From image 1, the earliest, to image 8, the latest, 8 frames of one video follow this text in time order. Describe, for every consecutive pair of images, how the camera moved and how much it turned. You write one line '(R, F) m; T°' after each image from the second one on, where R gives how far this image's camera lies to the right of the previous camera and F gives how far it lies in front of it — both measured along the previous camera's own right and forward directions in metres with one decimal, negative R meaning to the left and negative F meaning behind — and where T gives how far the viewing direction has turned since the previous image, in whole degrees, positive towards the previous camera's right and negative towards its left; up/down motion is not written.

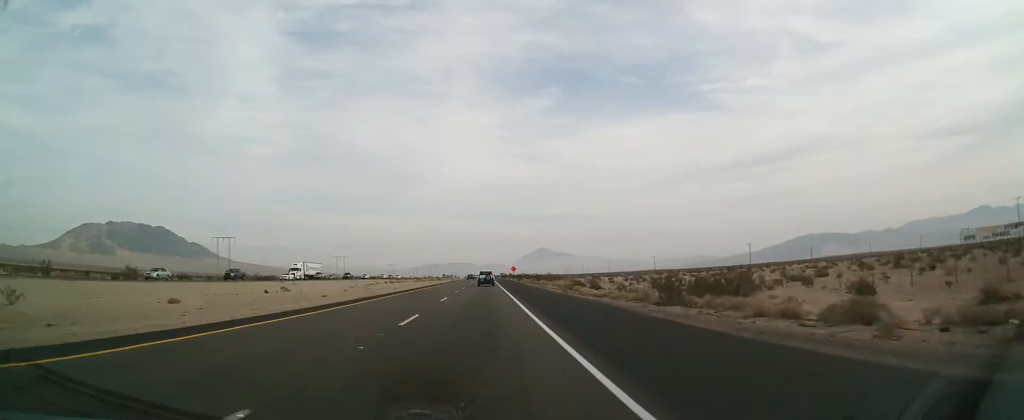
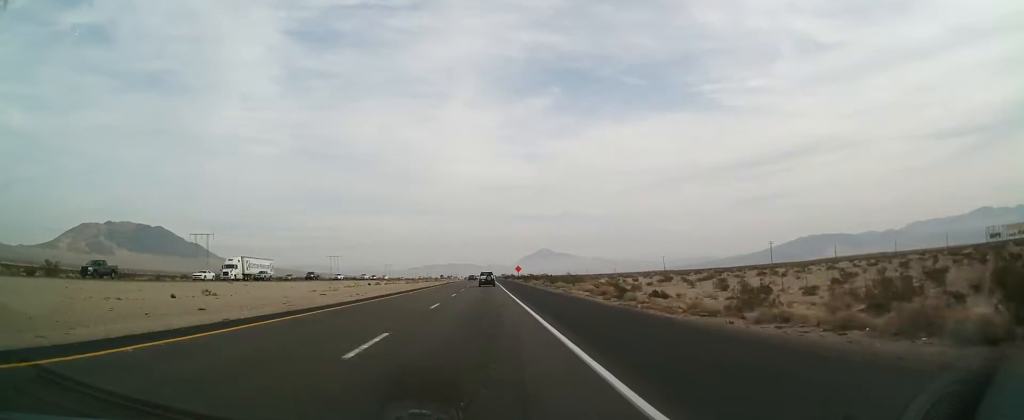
(0.0, +21.3) m; 0°
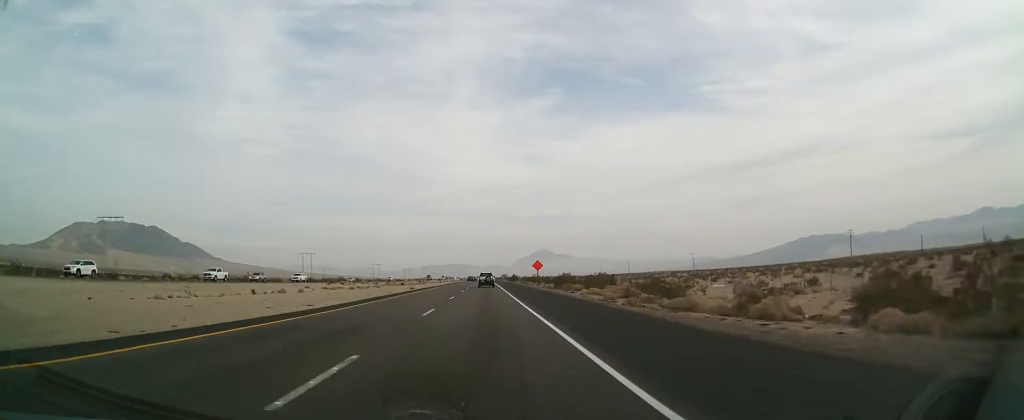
(-0.3, +62.1) m; 0°
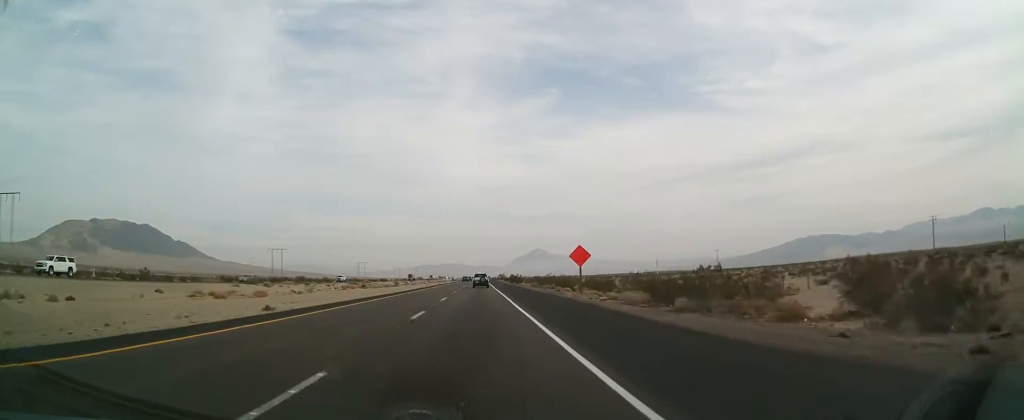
(+0.1, +45.3) m; 0°
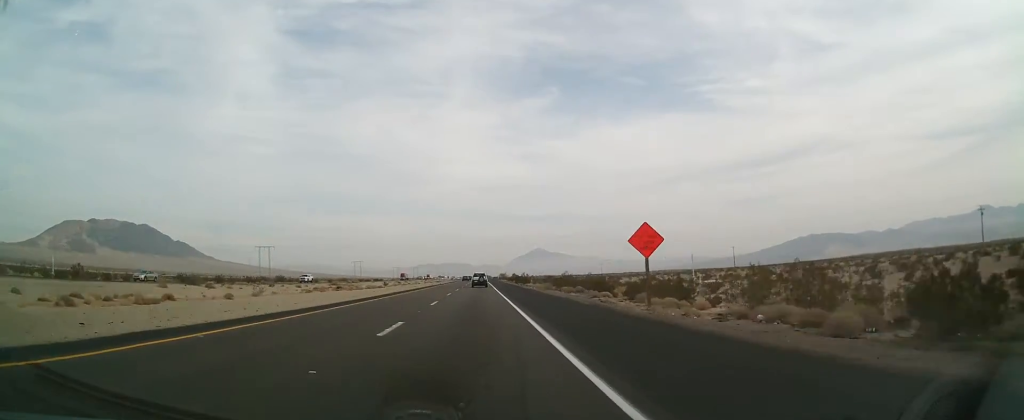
(0.0, +19.9) m; 0°
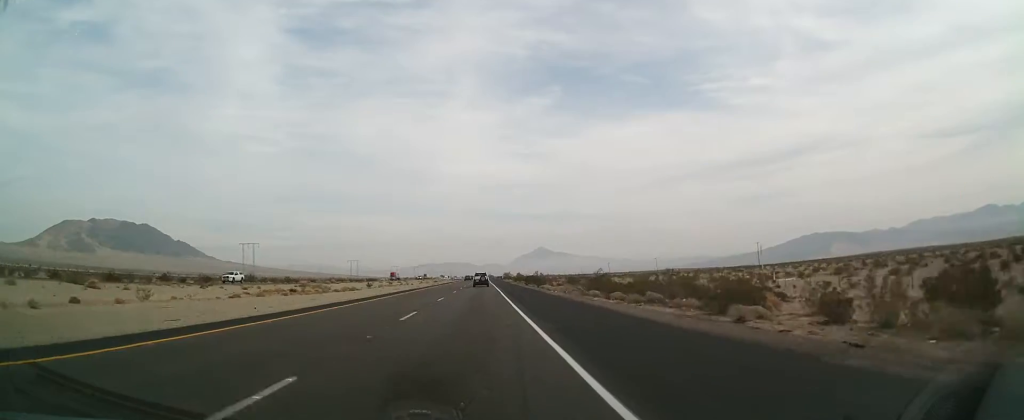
(0.0, +24.3) m; 0°
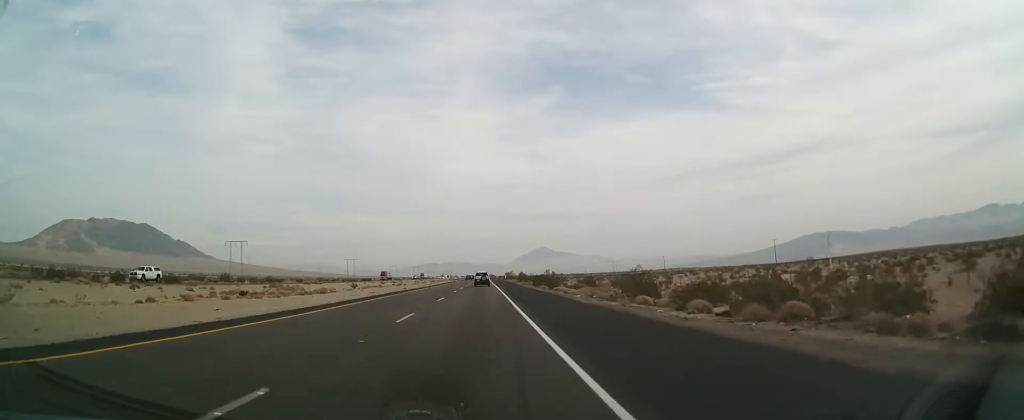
(0.0, +15.5) m; 0°
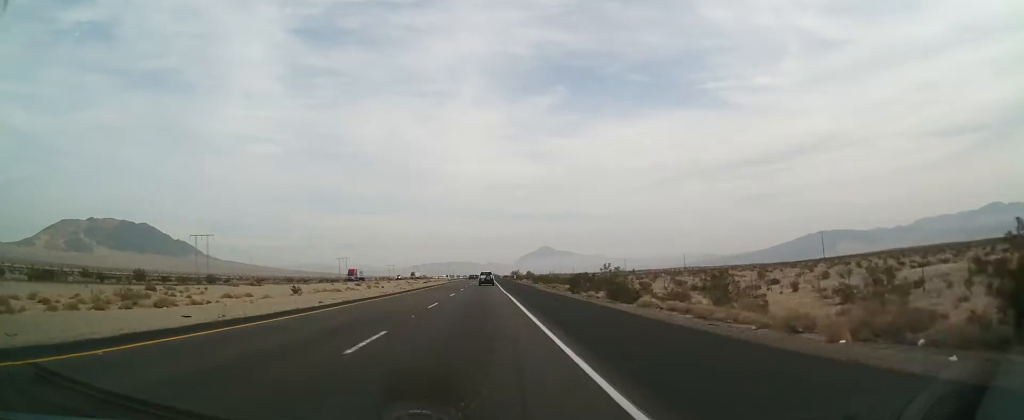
(+0.1, +36.6) m; 0°
